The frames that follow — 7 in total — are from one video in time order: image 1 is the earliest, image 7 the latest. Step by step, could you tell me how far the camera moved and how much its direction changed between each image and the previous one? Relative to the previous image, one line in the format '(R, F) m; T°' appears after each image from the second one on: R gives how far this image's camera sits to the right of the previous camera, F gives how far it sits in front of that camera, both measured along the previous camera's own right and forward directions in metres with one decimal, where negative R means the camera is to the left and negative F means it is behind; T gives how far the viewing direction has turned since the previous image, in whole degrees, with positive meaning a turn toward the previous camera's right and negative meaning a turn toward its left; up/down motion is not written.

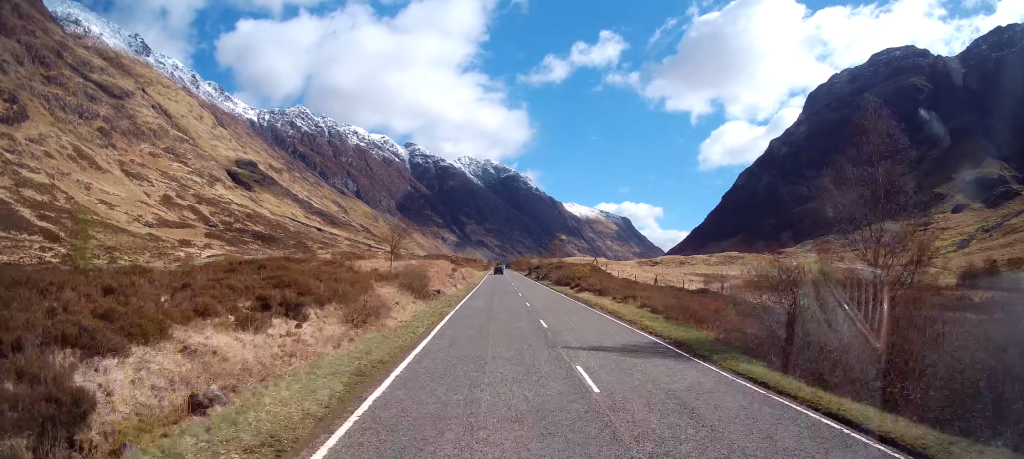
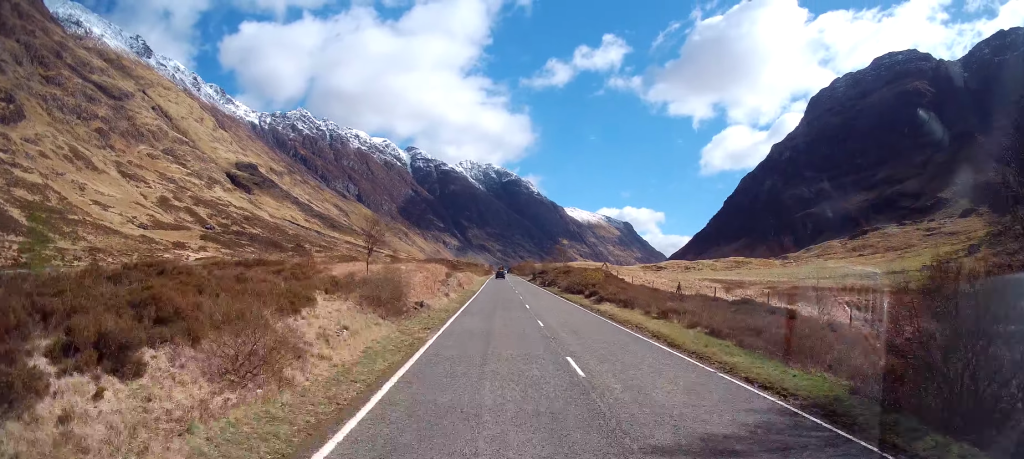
(0.0, +7.3) m; 0°
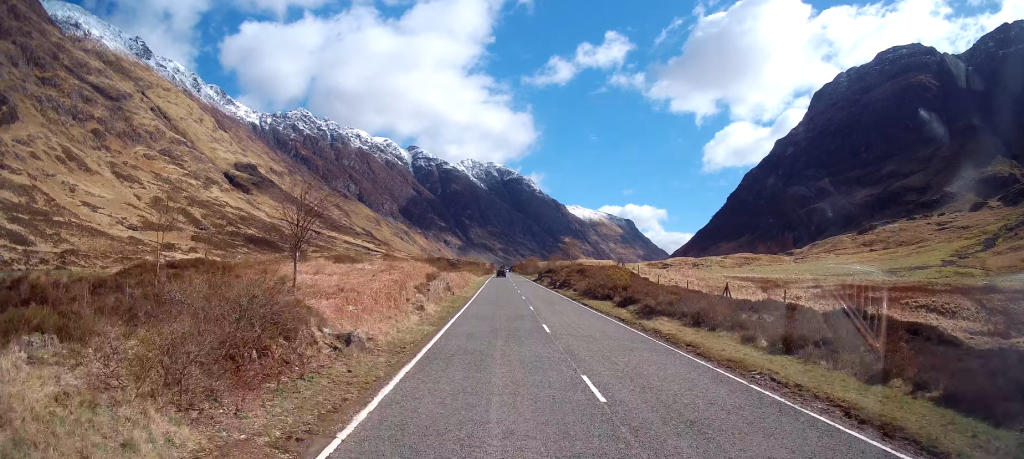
(0.0, +10.7) m; +1°
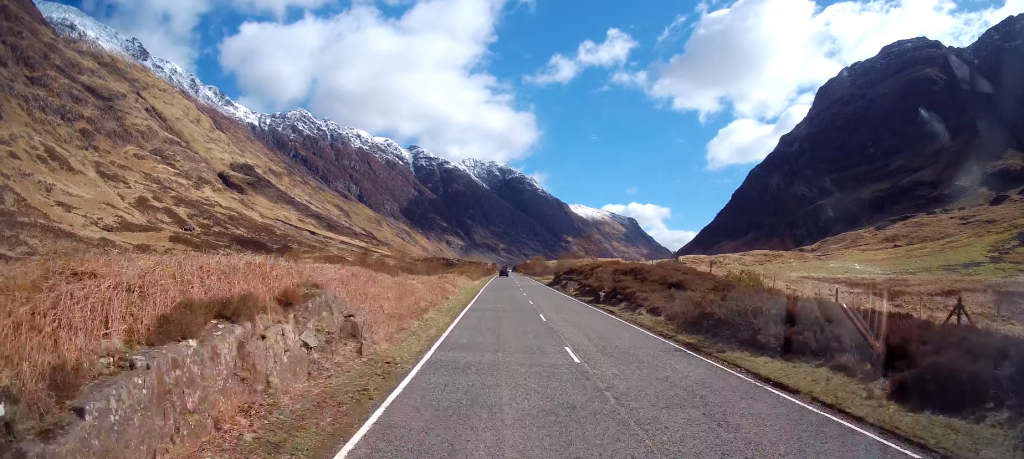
(+0.4, +24.0) m; 0°
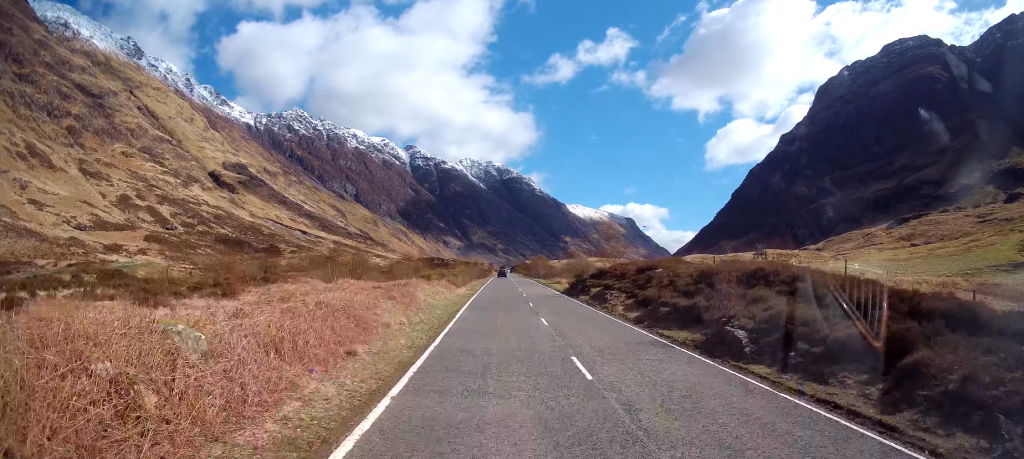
(-0.6, +18.9) m; -2°
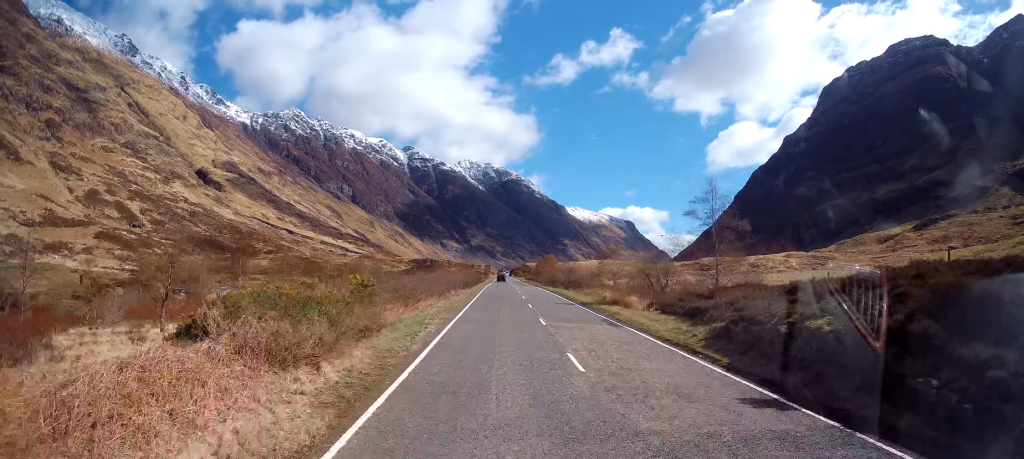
(0.0, +35.6) m; 0°
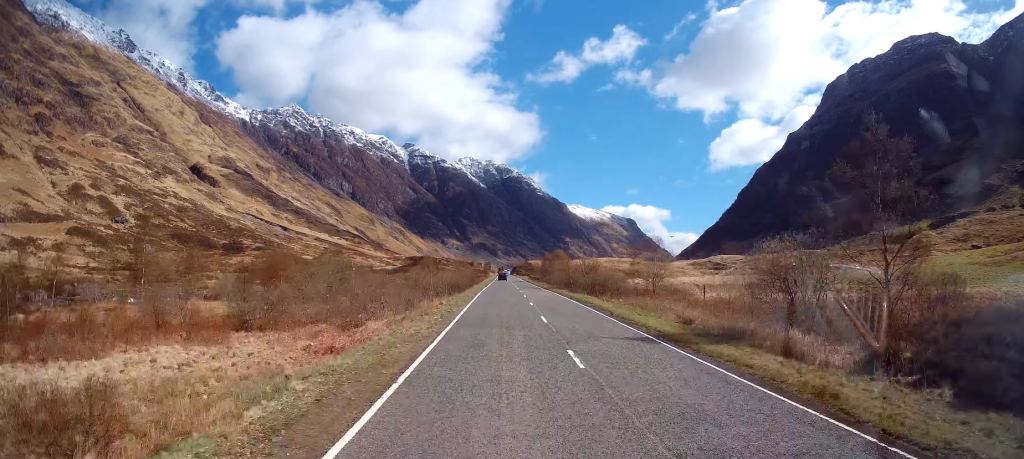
(0.0, +17.2) m; 0°
